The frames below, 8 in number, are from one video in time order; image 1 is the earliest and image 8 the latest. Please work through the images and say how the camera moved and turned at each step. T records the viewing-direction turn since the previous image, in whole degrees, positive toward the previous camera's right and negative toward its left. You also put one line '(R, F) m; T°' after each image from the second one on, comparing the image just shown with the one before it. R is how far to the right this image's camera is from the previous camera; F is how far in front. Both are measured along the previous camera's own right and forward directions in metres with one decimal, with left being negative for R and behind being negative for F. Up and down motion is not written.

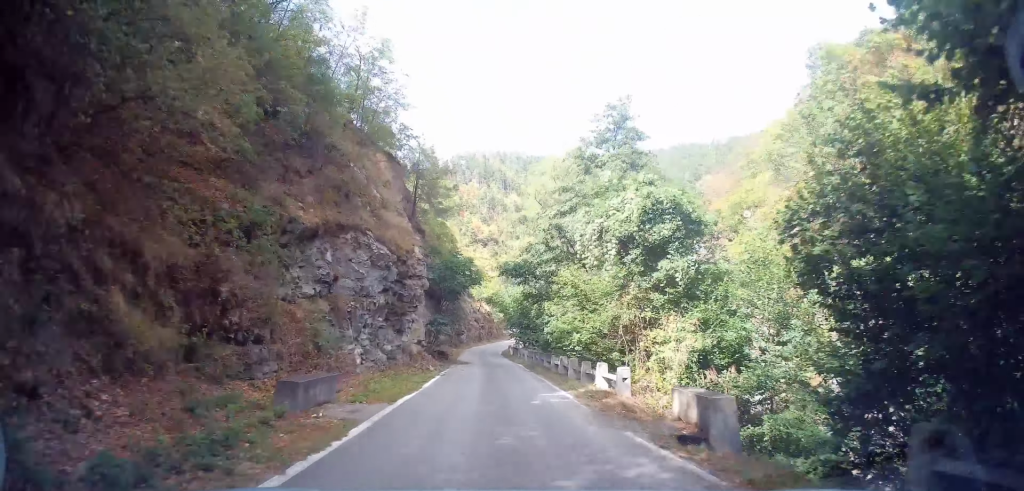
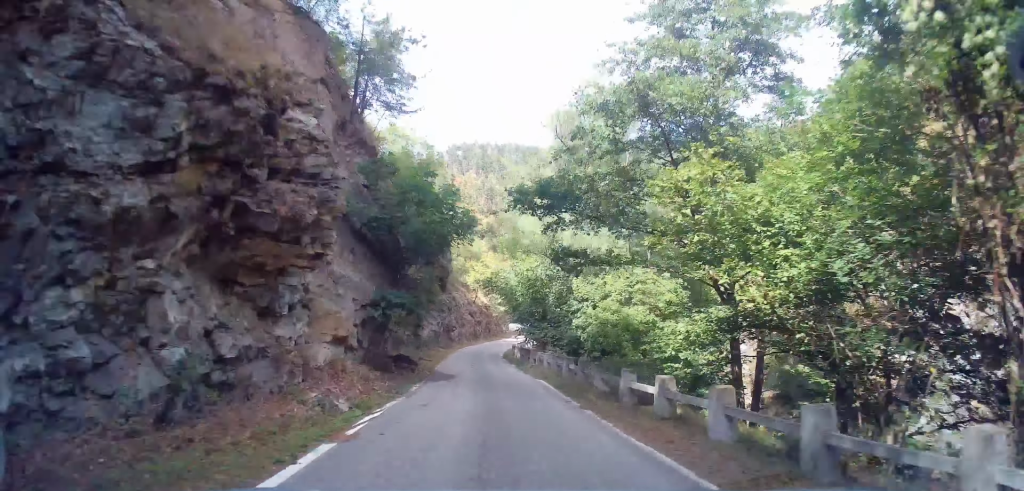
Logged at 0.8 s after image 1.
(-0.3, +12.4) m; -1°
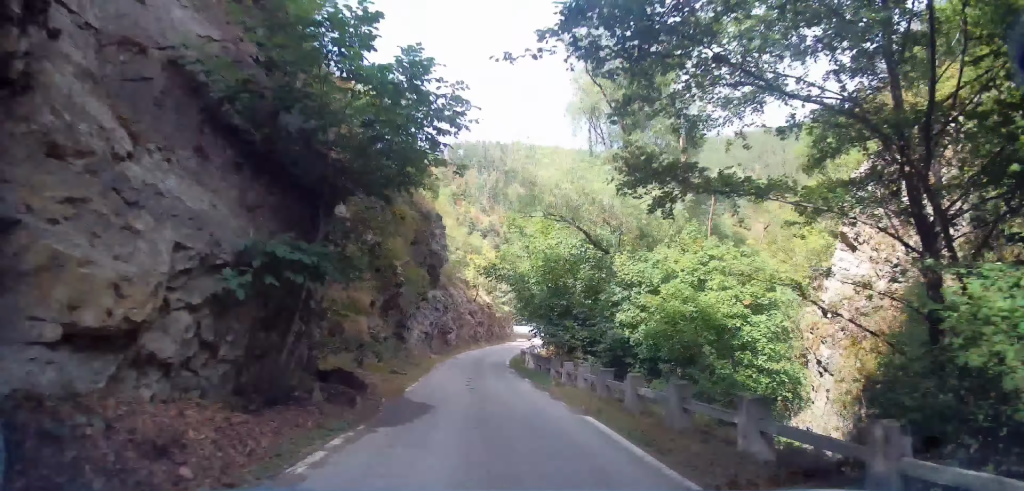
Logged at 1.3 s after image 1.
(-0.1, +7.3) m; +1°
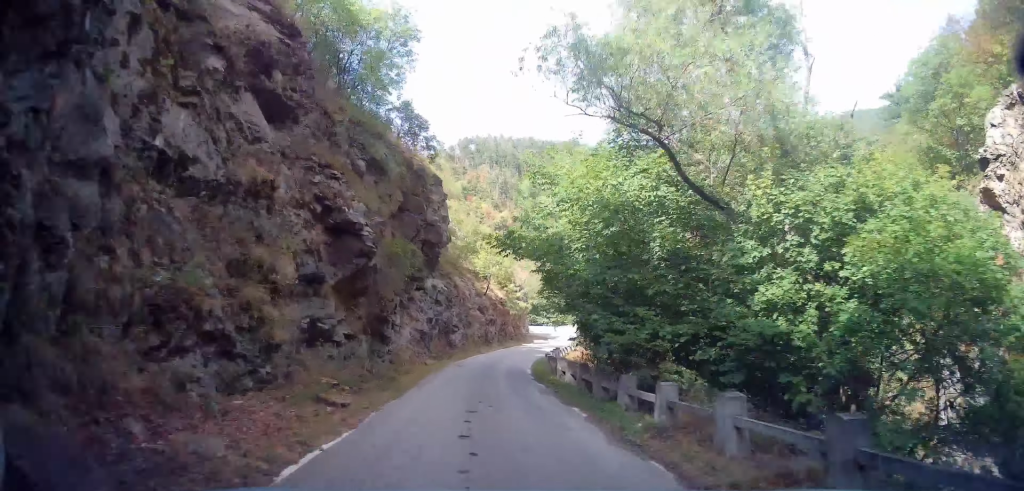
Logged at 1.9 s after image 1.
(+0.1, +7.7) m; 0°
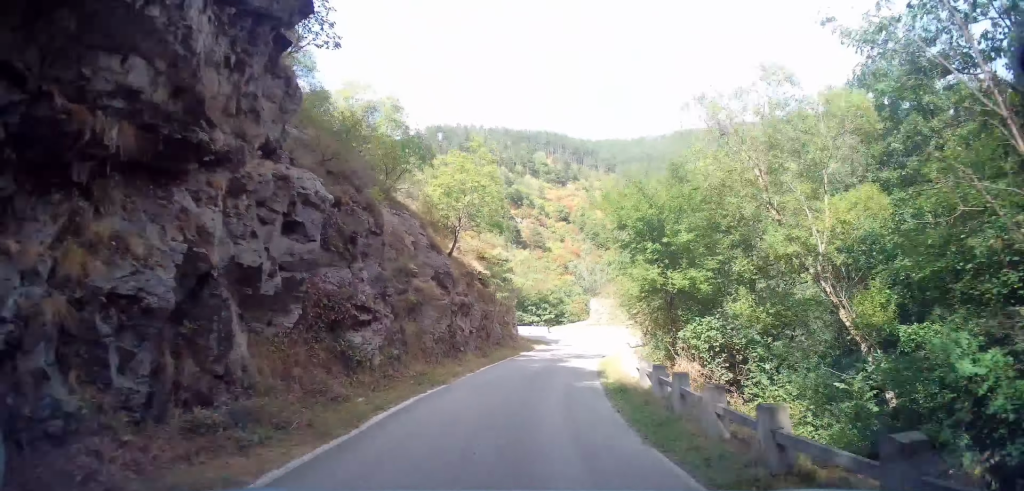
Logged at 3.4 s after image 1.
(-0.1, +21.9) m; +2°
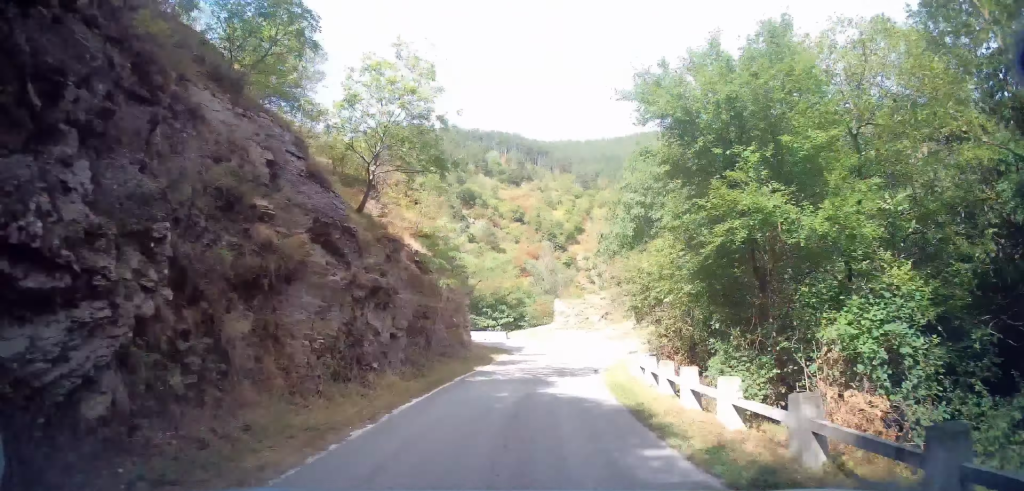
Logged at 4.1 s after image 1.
(+0.4, +8.5) m; +5°
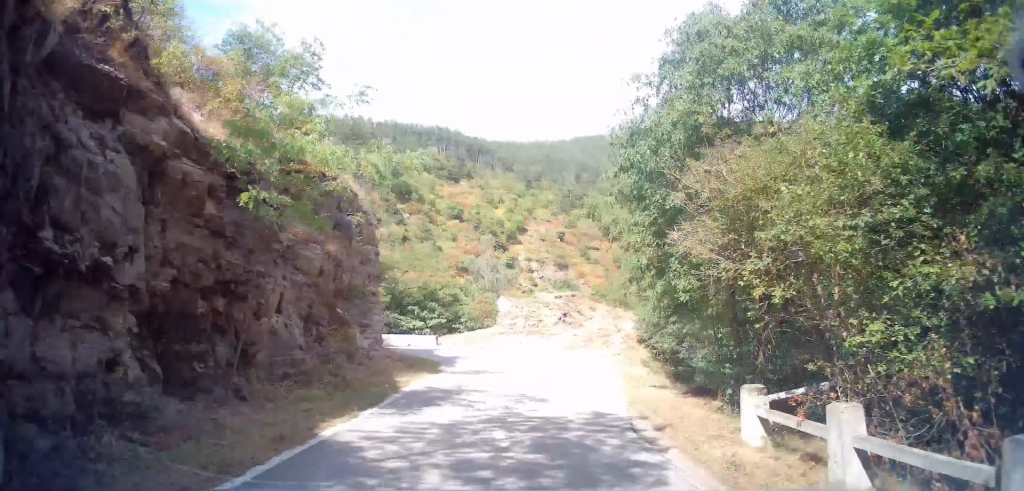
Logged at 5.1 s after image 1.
(+0.7, +11.2) m; +6°
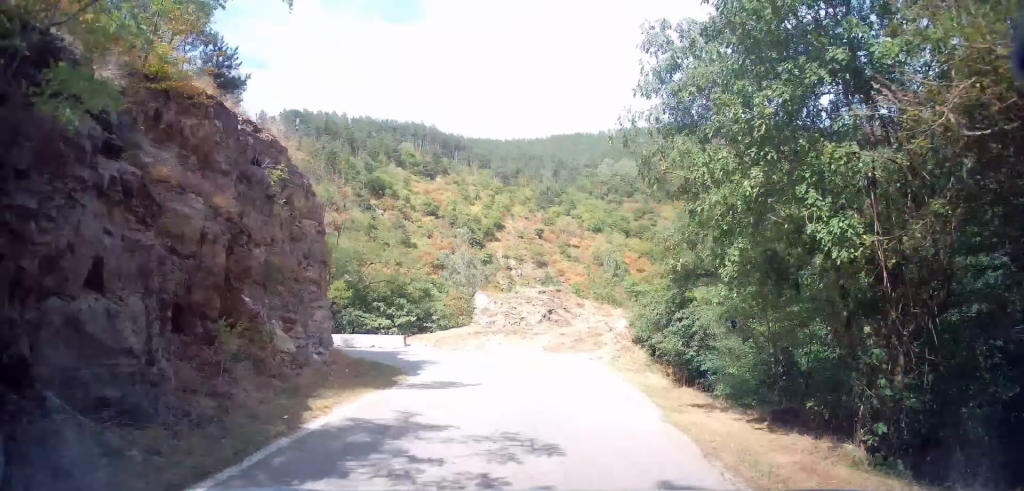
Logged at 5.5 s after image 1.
(+0.1, +5.1) m; +3°
